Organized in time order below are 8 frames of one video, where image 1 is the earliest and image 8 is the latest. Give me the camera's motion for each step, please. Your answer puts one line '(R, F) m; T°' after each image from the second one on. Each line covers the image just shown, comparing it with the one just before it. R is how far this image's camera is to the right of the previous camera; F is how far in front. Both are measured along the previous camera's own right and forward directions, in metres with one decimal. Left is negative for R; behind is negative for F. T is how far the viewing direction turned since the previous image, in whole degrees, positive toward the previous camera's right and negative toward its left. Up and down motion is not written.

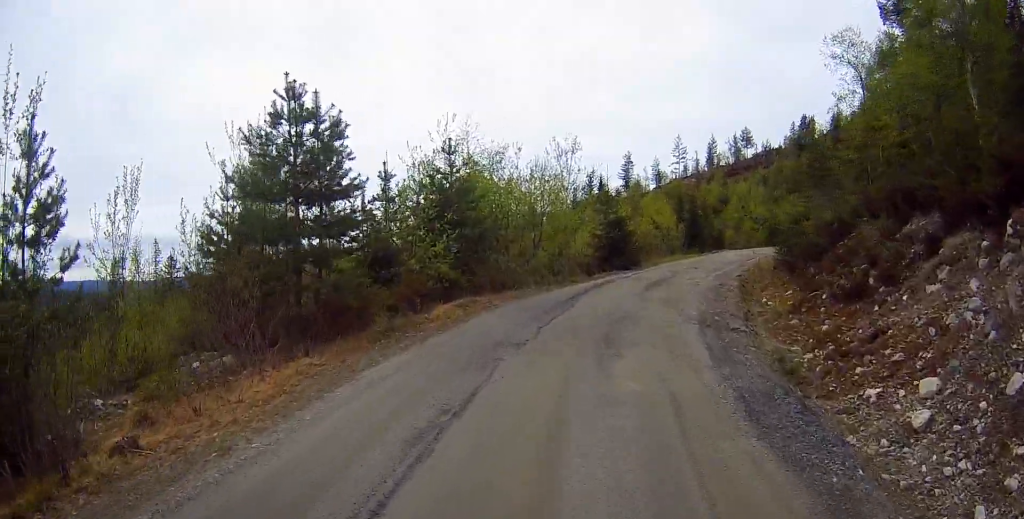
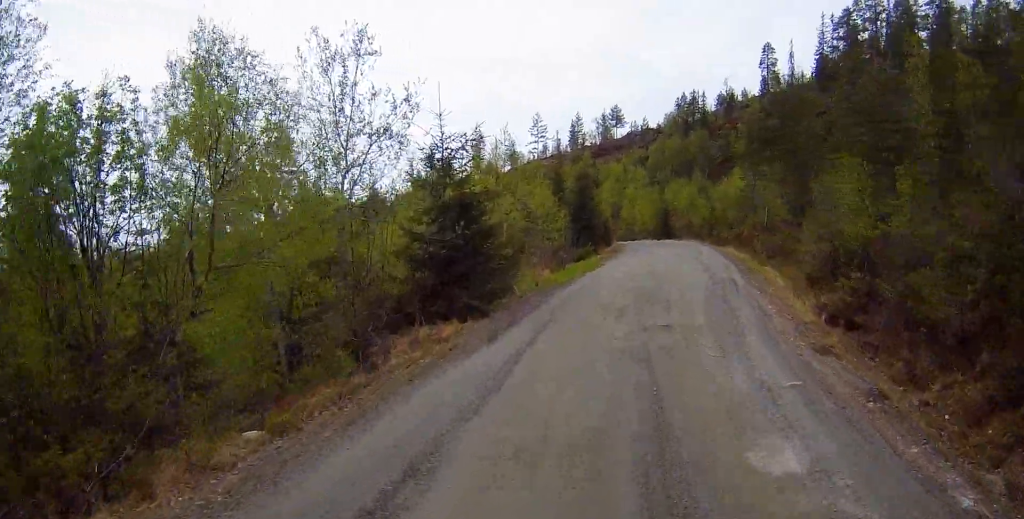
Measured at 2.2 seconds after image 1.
(+1.6, +16.0) m; +12°
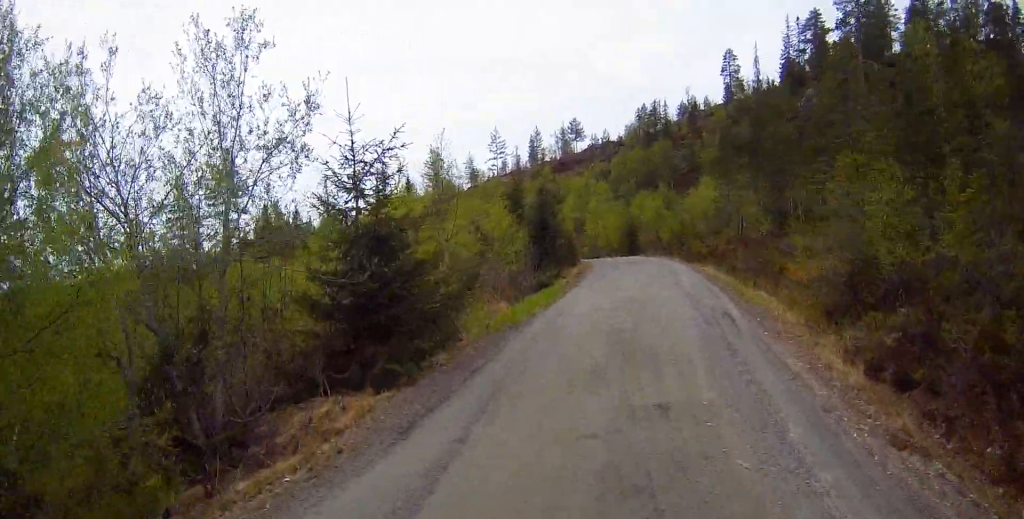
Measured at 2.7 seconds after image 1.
(0.0, +3.2) m; +2°
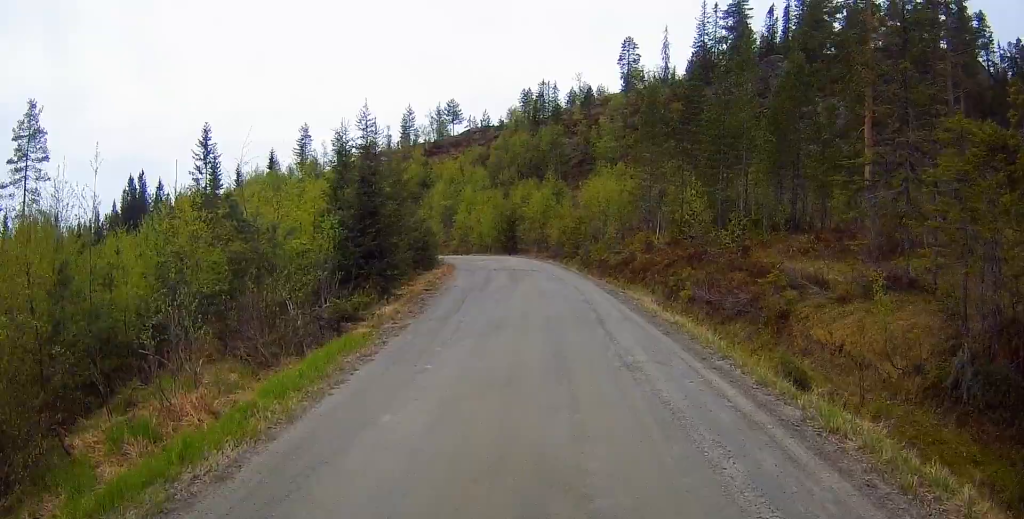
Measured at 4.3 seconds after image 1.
(+1.3, +12.2) m; +10°
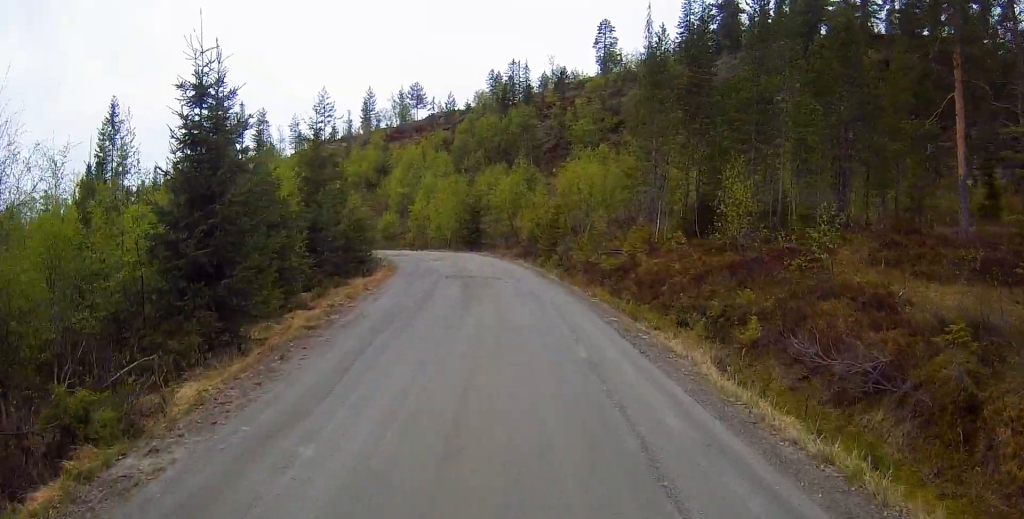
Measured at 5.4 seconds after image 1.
(+0.3, +8.6) m; +3°
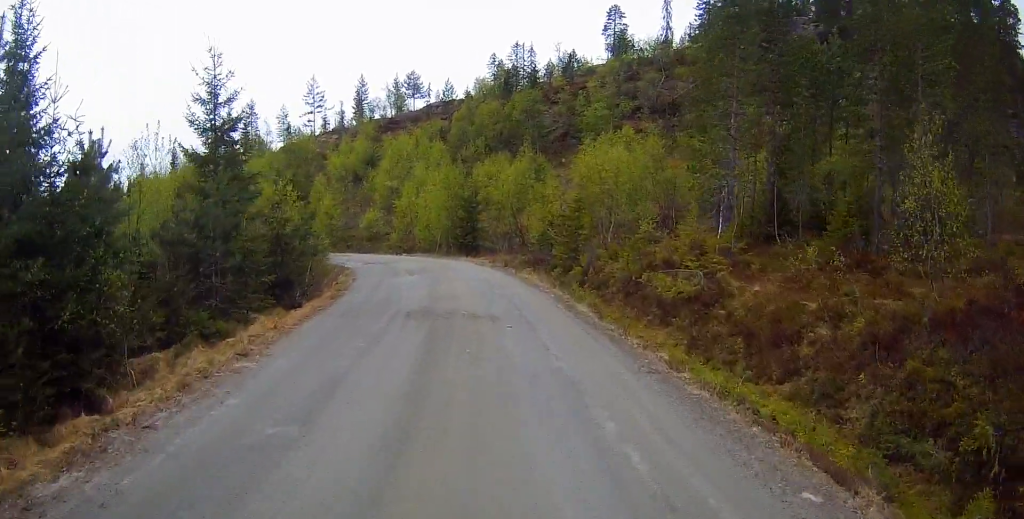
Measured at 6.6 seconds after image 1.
(+0.2, +9.0) m; +1°
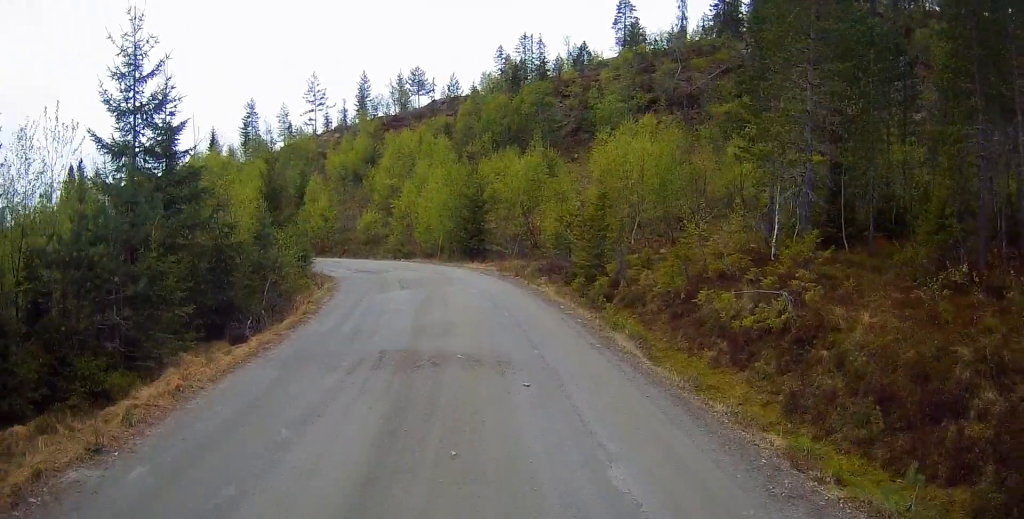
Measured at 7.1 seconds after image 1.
(0.0, +4.3) m; -1°
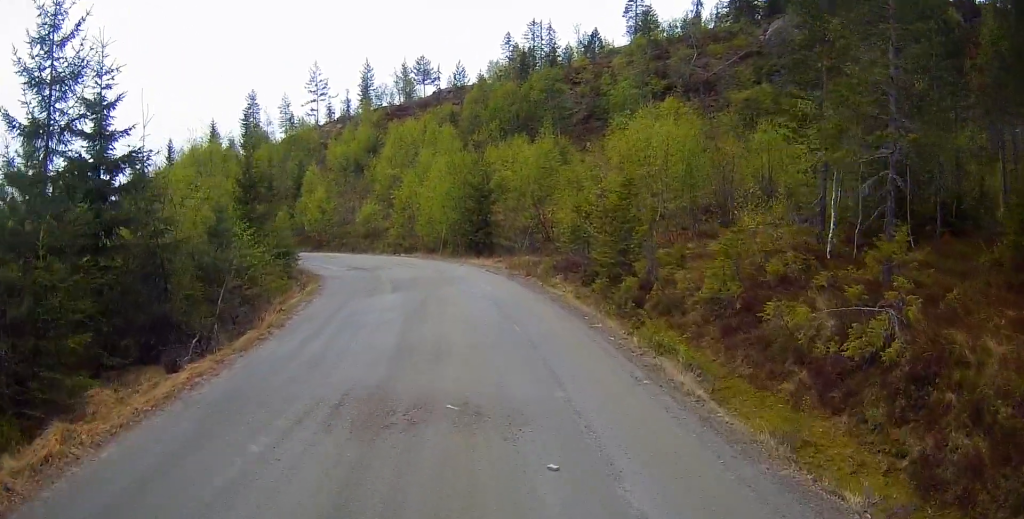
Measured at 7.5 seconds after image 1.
(0.0, +3.1) m; -2°
